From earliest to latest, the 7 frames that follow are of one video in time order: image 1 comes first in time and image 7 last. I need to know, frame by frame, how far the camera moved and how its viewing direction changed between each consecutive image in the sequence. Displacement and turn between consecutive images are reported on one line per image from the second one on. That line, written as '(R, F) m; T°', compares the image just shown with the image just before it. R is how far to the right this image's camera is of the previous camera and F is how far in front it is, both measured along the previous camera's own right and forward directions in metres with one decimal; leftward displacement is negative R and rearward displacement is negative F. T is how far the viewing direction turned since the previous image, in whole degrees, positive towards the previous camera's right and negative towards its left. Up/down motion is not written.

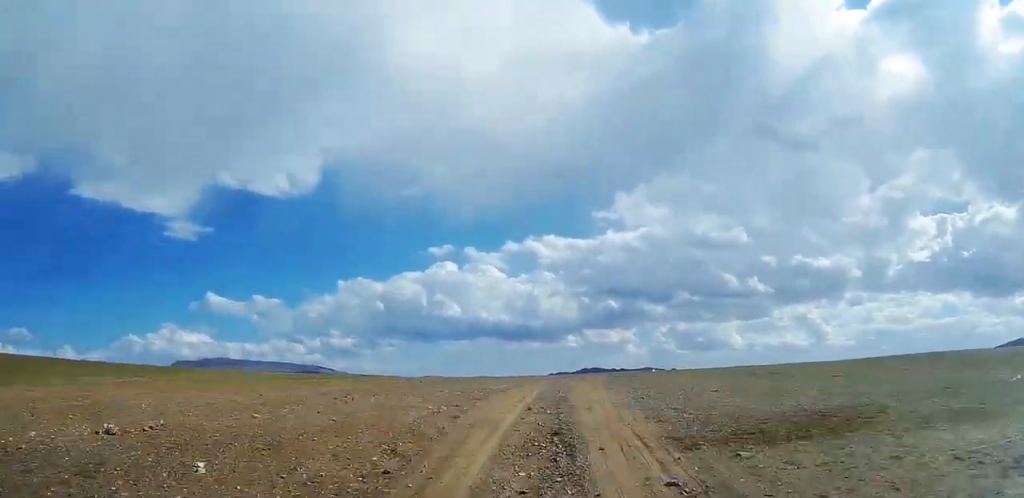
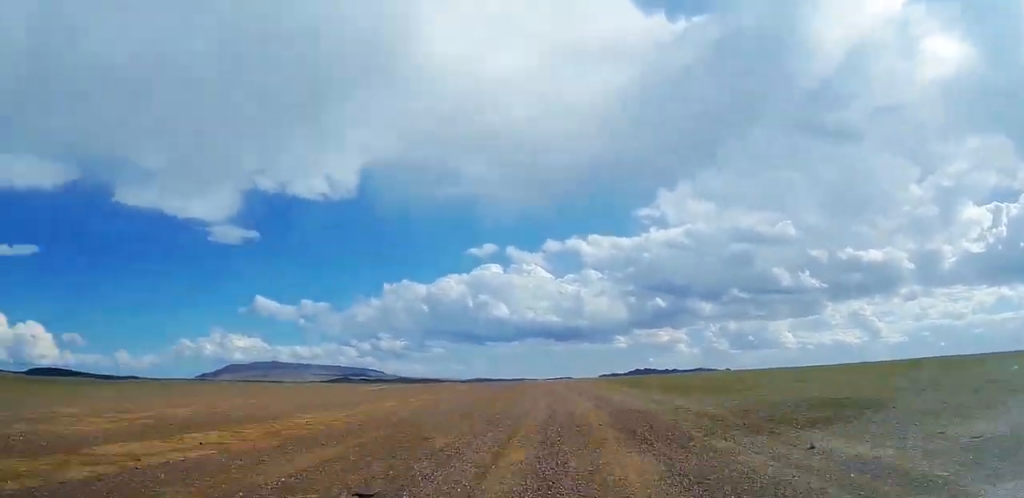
(-8.3, +190.5) m; -7°
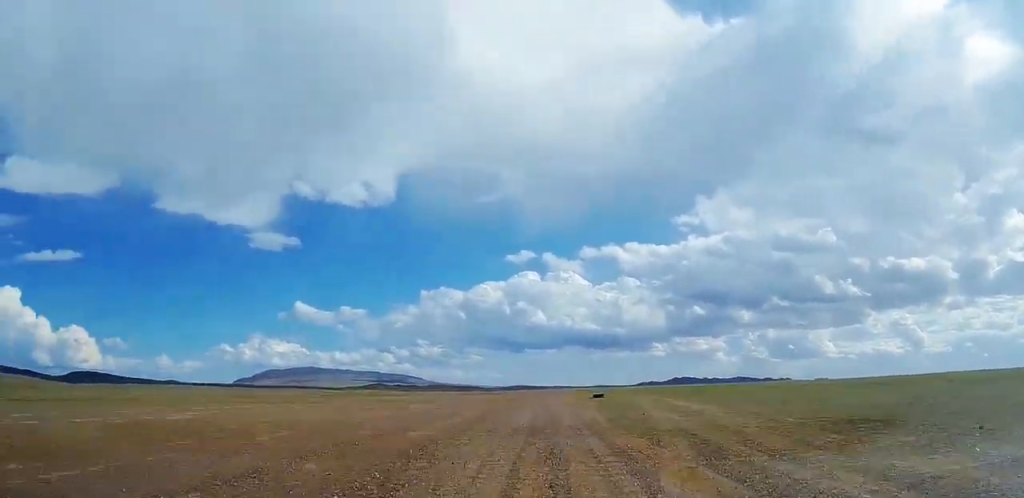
(-3.0, +68.9) m; -2°
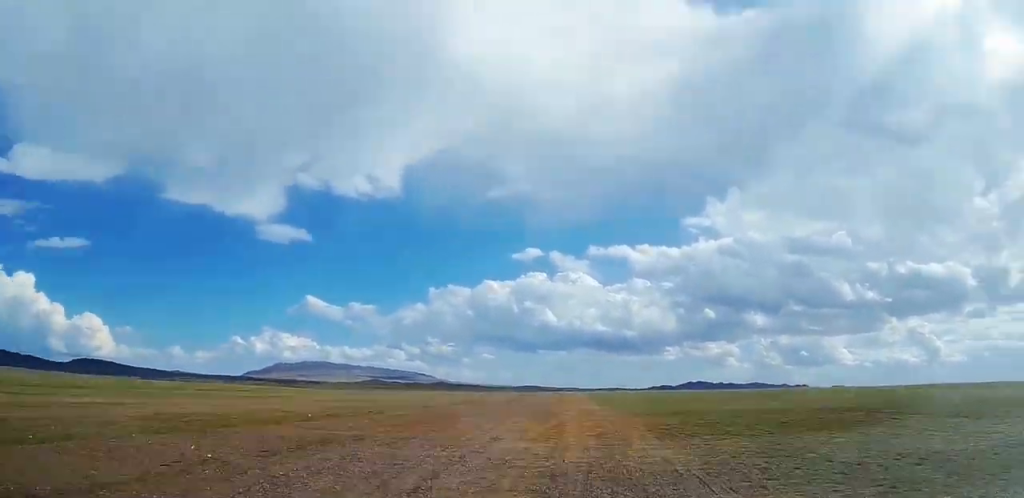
(-4.5, +227.3) m; -1°
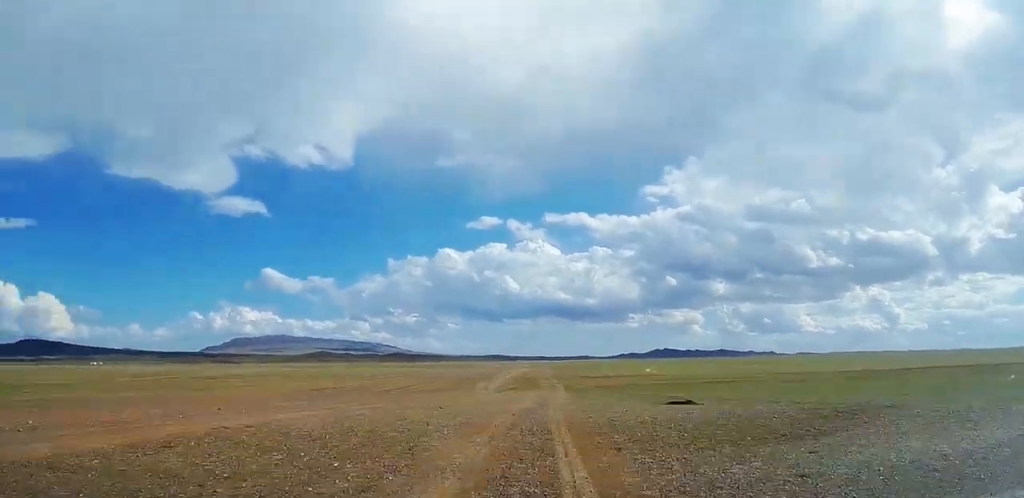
(+3.2, +212.7) m; 0°
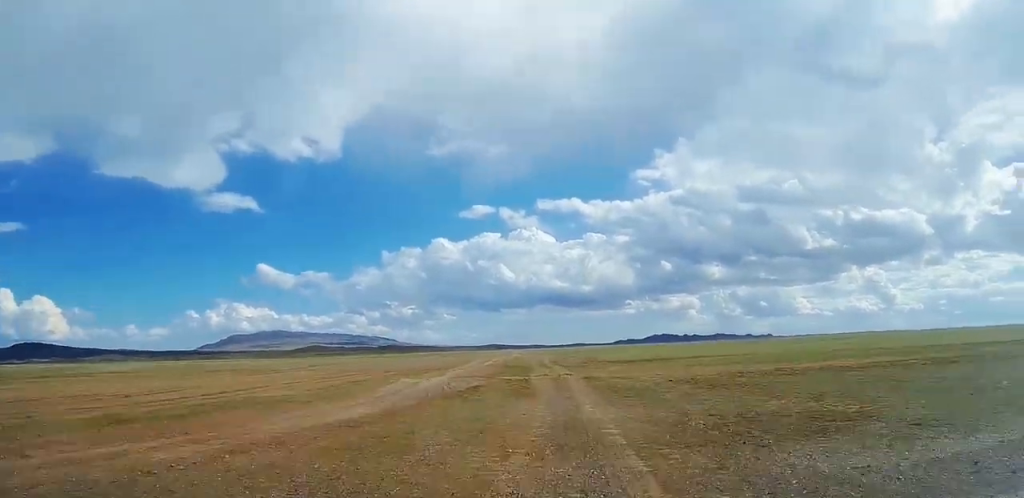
(-1.3, +37.6) m; 0°
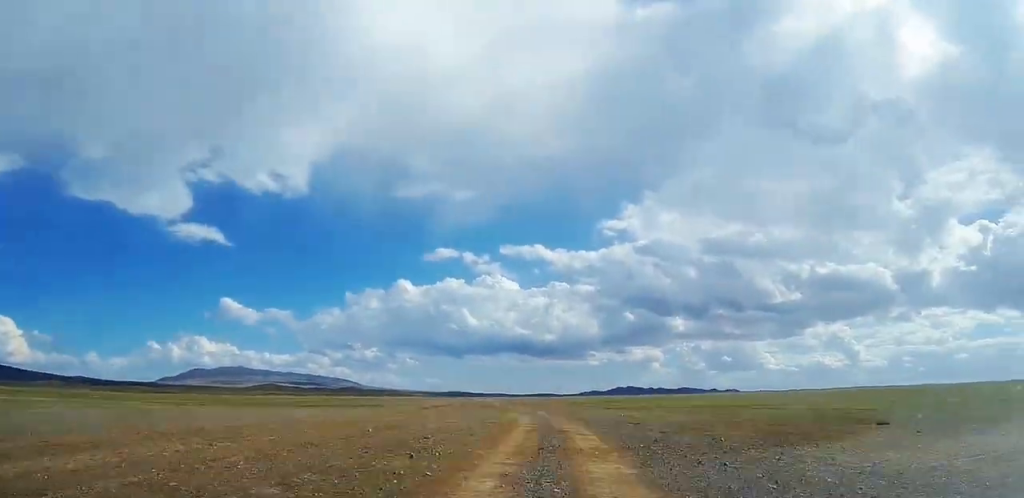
(-1.4, +124.3) m; -1°
